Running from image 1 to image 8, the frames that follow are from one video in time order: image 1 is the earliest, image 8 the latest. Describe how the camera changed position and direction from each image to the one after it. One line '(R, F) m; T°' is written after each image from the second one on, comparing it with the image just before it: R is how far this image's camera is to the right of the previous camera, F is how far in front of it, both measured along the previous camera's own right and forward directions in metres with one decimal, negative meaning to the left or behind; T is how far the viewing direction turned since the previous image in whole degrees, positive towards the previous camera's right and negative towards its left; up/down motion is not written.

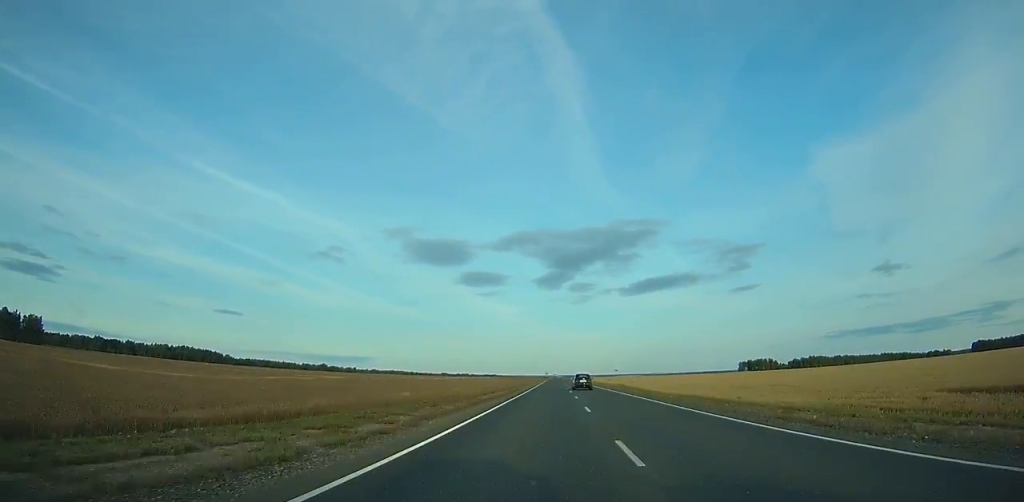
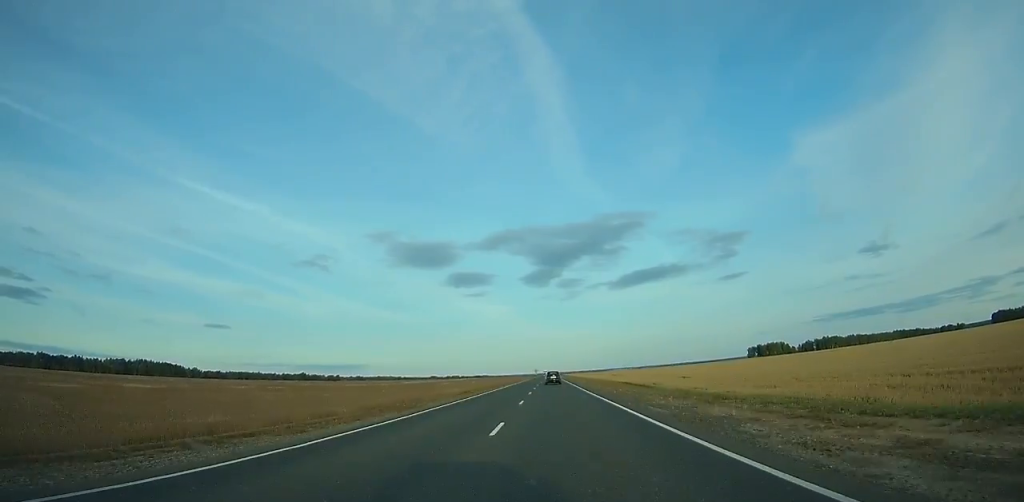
(+1.0, +78.4) m; +1°
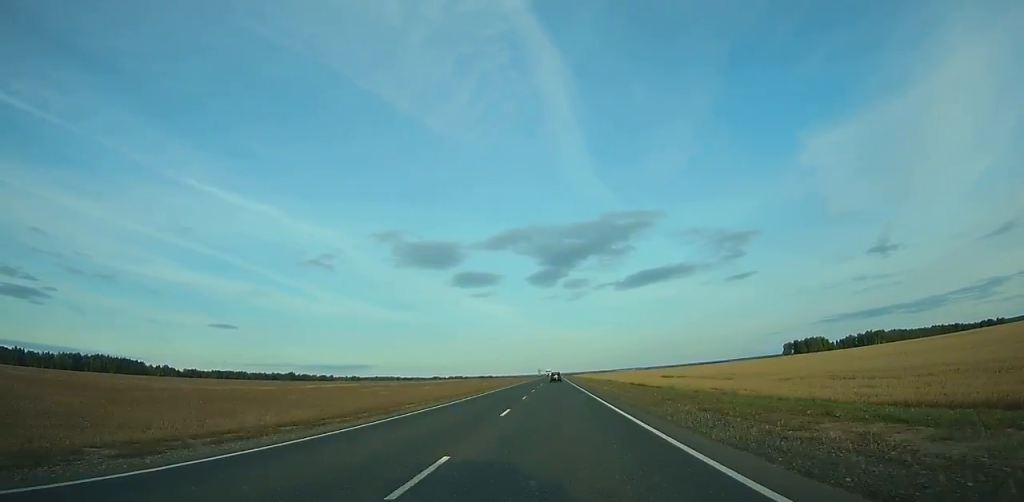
(+0.1, +101.7) m; 0°
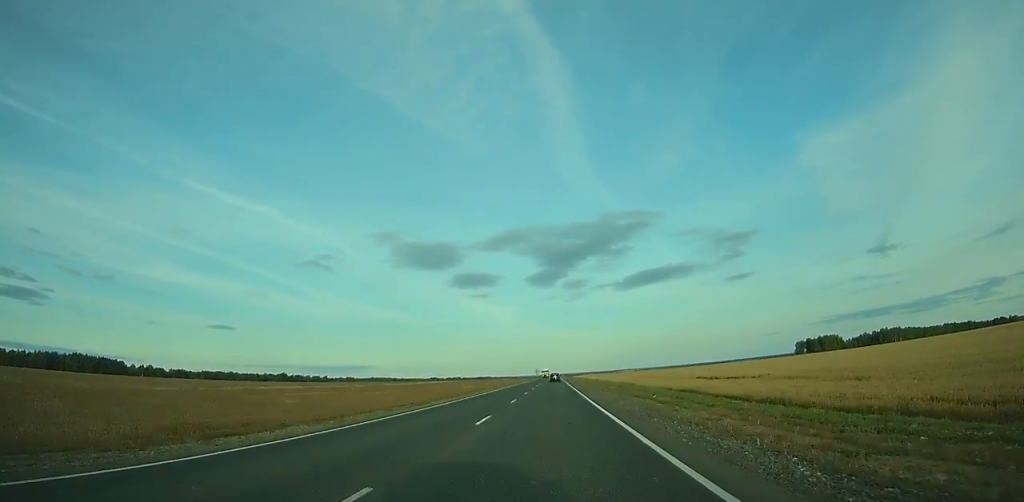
(-0.1, +36.4) m; 0°
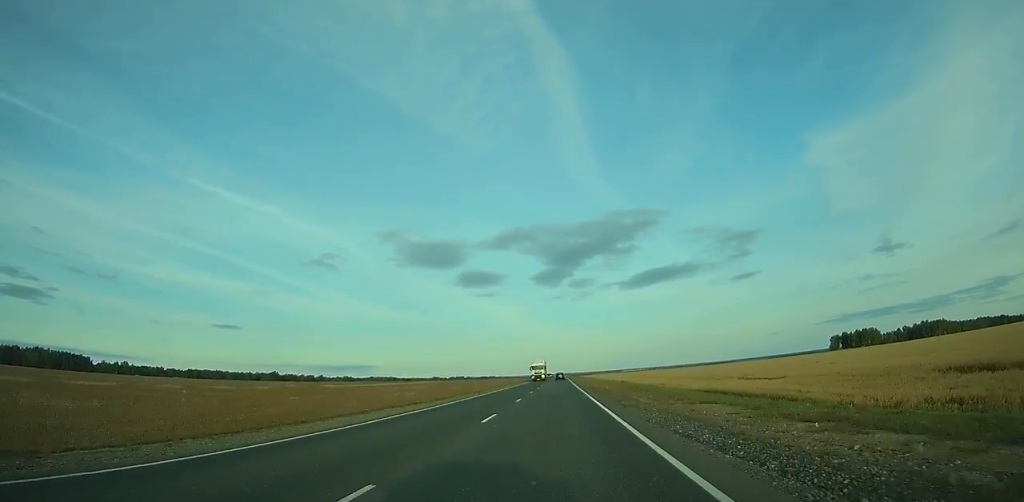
(+0.1, +66.9) m; 0°
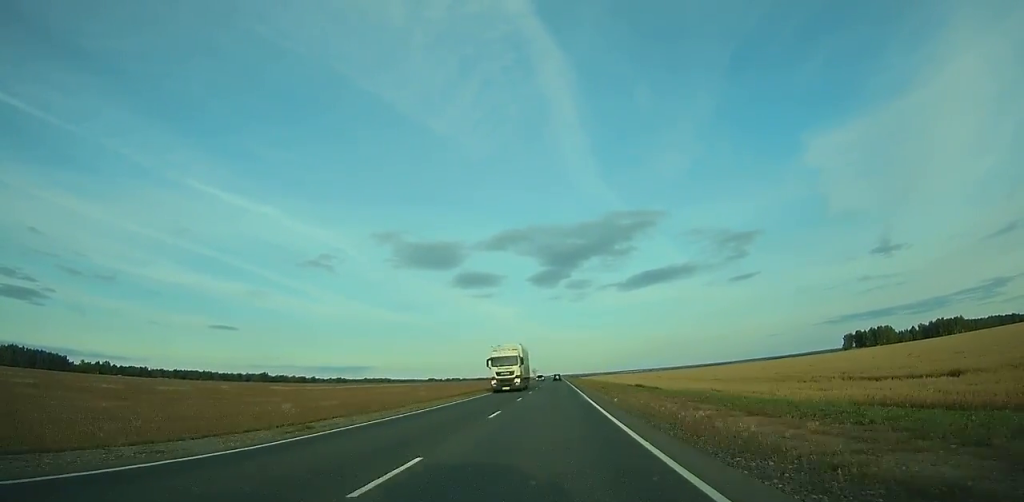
(0.0, +31.5) m; 0°
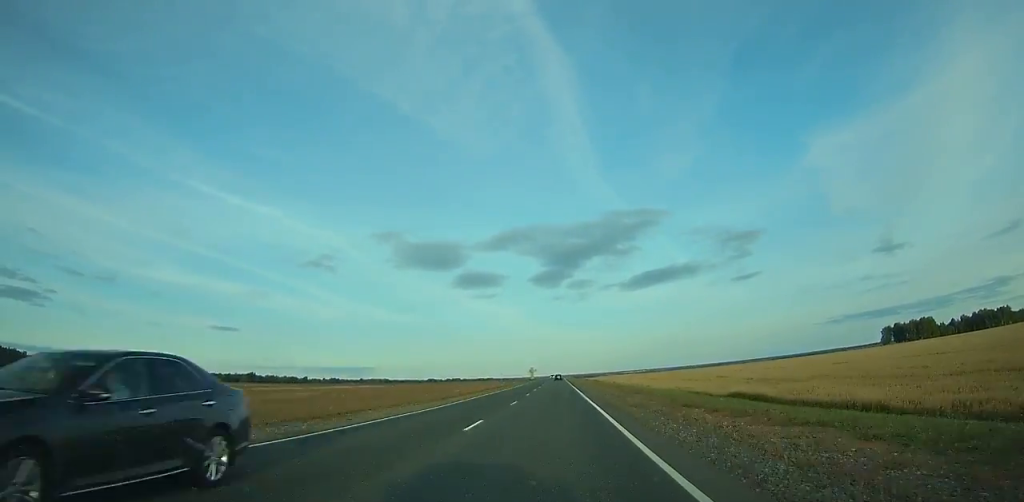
(0.0, +61.7) m; 0°
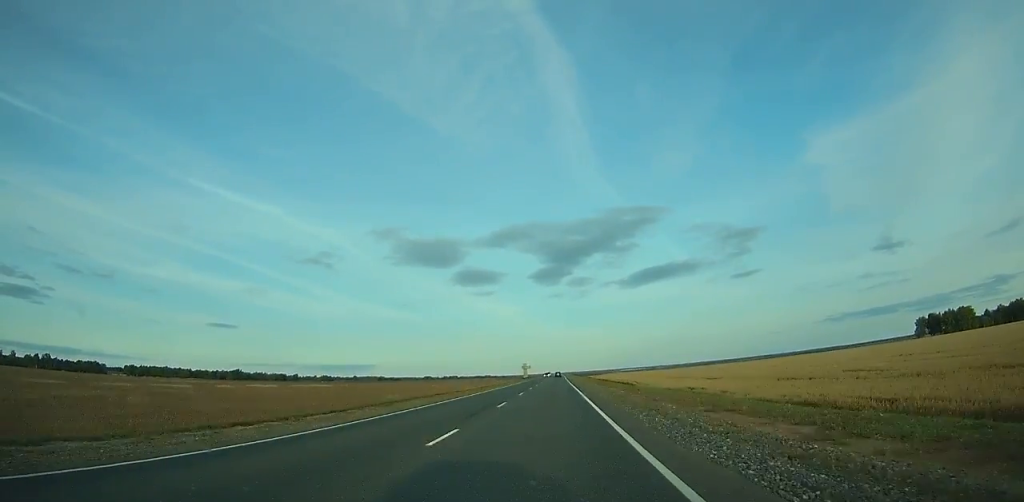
(0.0, +50.3) m; 0°
